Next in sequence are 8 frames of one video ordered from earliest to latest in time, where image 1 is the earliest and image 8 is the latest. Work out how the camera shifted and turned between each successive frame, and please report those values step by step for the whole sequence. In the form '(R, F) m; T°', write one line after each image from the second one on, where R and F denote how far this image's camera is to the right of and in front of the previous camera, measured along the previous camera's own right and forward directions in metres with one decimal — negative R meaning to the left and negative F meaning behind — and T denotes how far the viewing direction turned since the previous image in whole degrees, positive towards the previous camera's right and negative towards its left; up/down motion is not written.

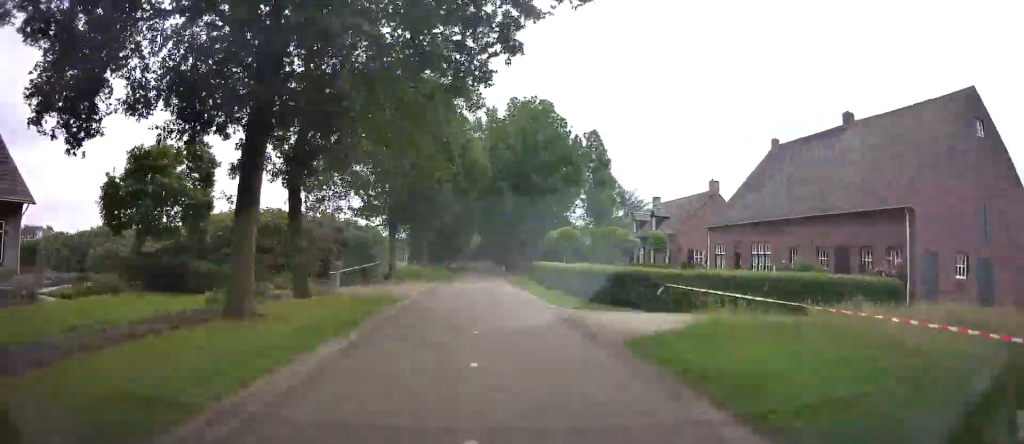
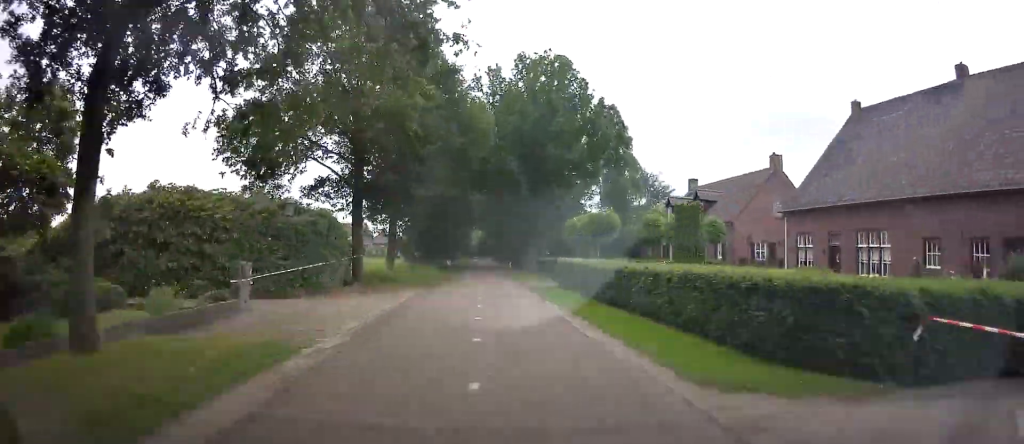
(+0.1, +10.1) m; +1°
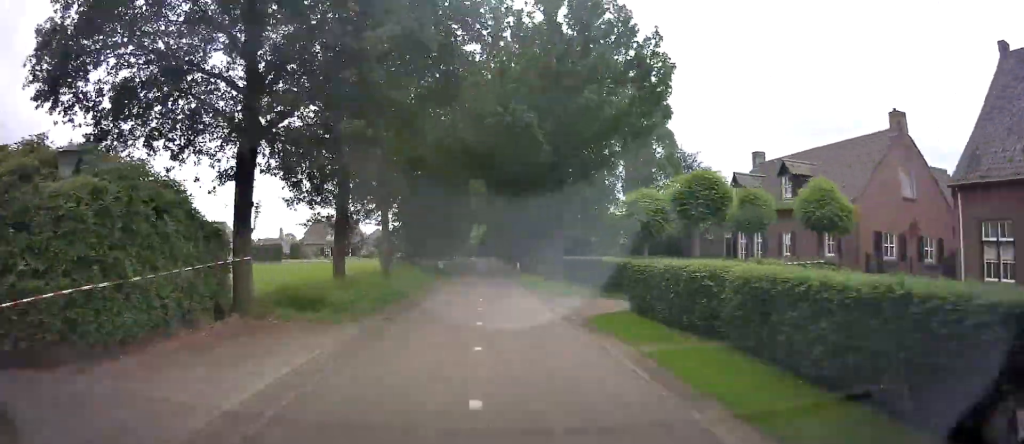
(0.0, +12.4) m; +1°
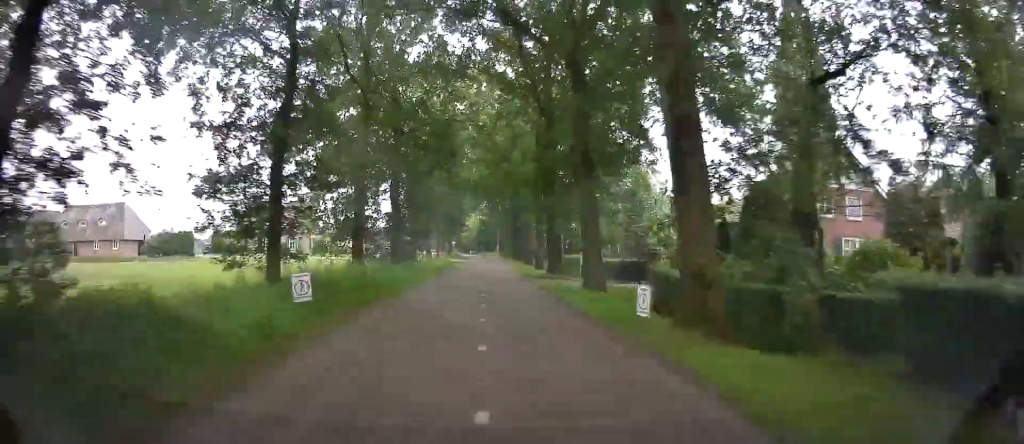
(+0.2, +34.0) m; -1°
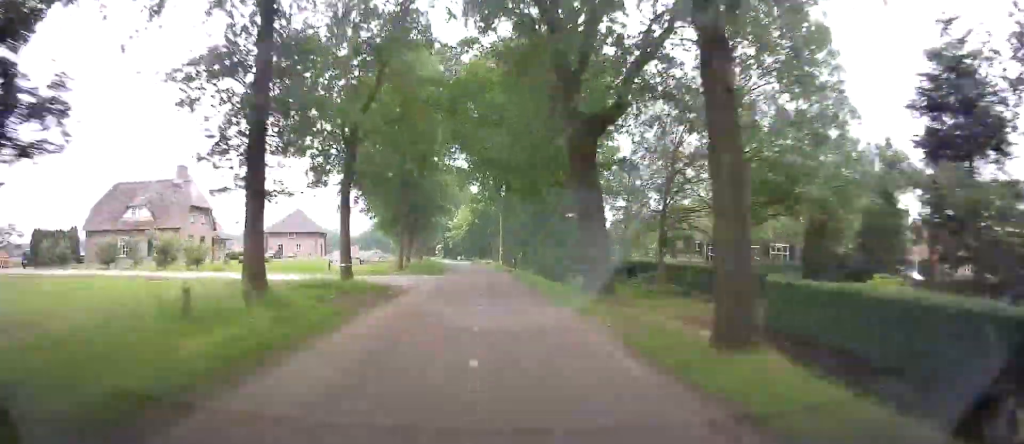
(-0.5, +36.1) m; 0°
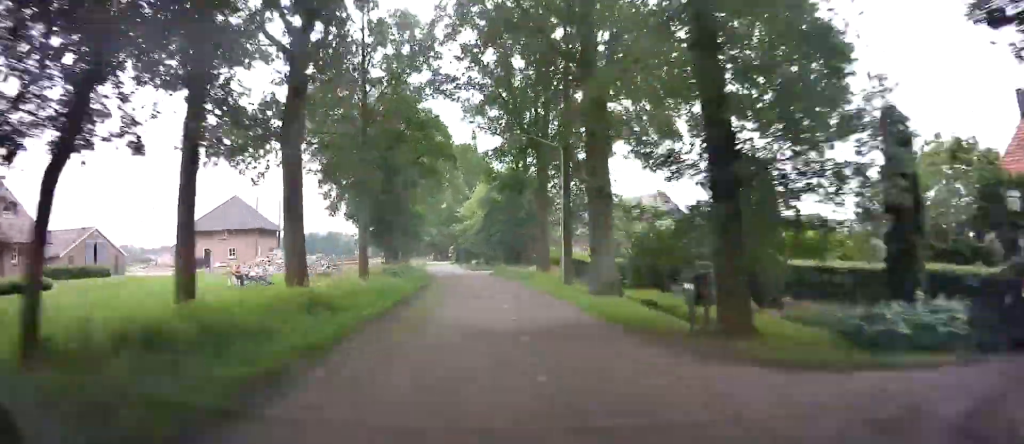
(+0.4, +35.5) m; -1°
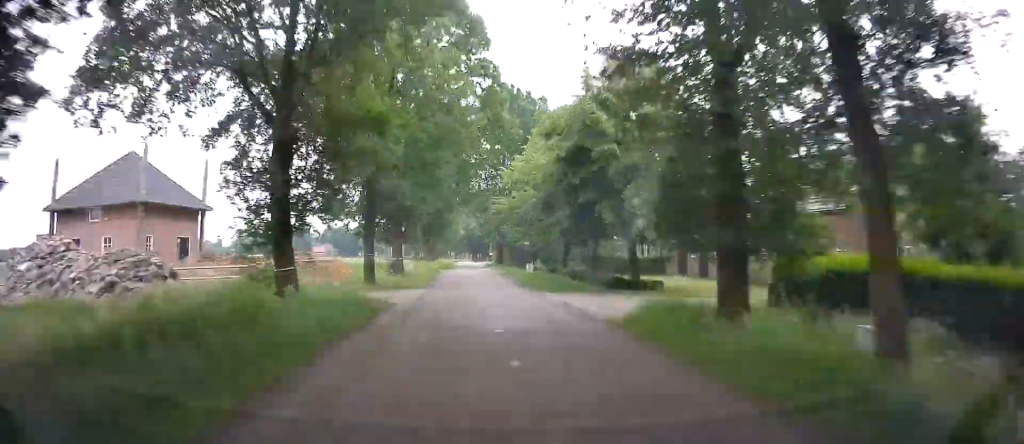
(-0.8, +31.2) m; -3°
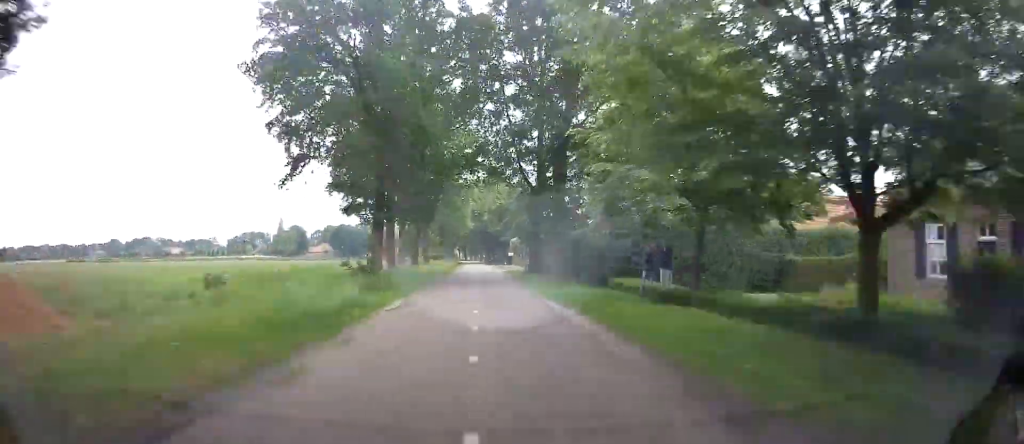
(-0.8, +30.1) m; -2°
